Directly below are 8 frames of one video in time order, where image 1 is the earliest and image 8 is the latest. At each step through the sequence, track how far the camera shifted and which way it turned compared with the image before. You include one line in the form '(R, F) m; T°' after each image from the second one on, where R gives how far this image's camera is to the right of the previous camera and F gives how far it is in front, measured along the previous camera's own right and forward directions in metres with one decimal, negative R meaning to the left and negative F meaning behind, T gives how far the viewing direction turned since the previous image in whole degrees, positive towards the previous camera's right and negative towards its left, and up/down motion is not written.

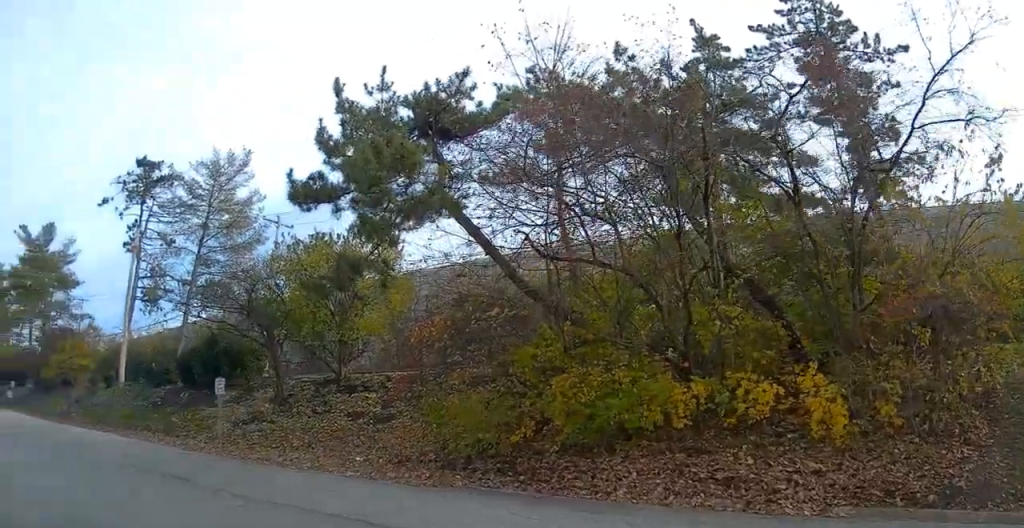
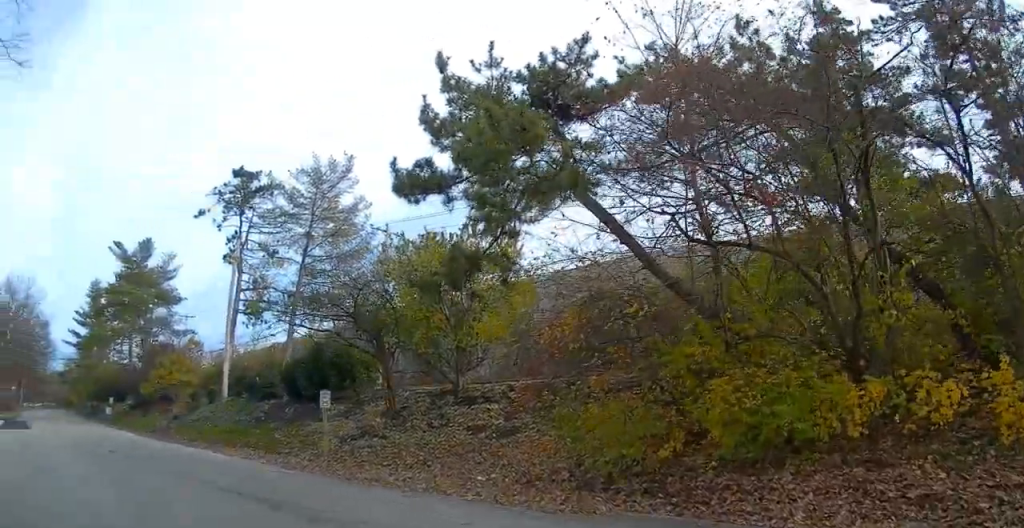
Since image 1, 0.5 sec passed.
(0.0, +1.4) m; -6°
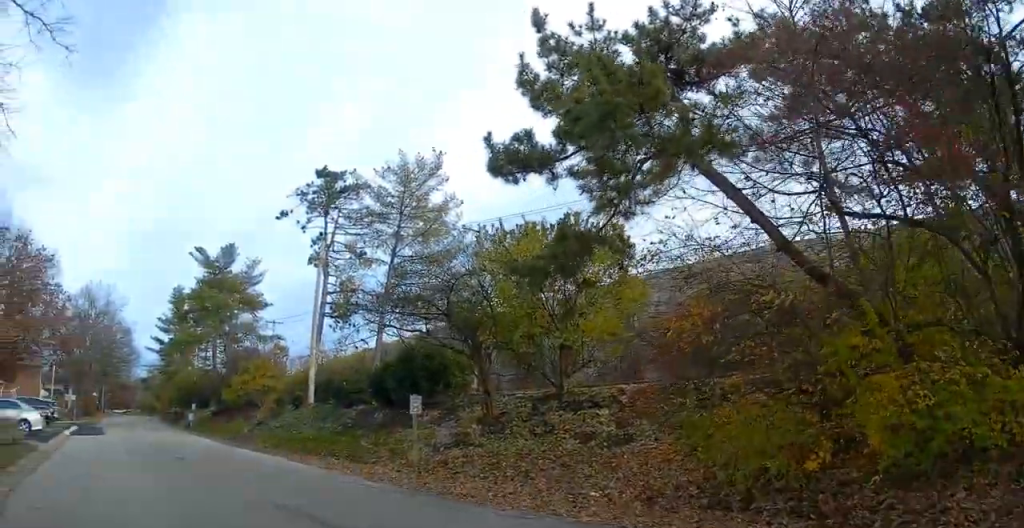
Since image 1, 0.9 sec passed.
(0.0, +1.3) m; -6°
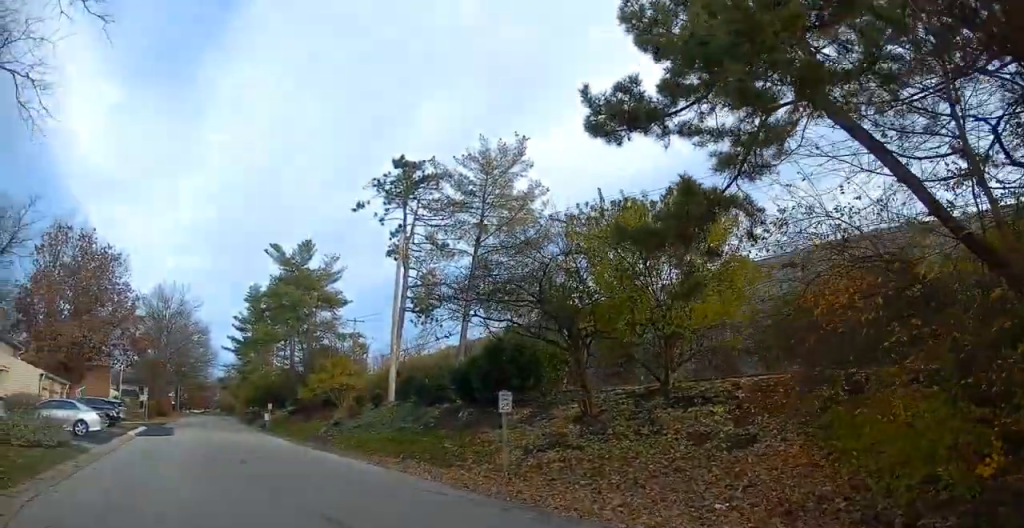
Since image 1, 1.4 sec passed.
(-0.2, +1.6) m; -11°
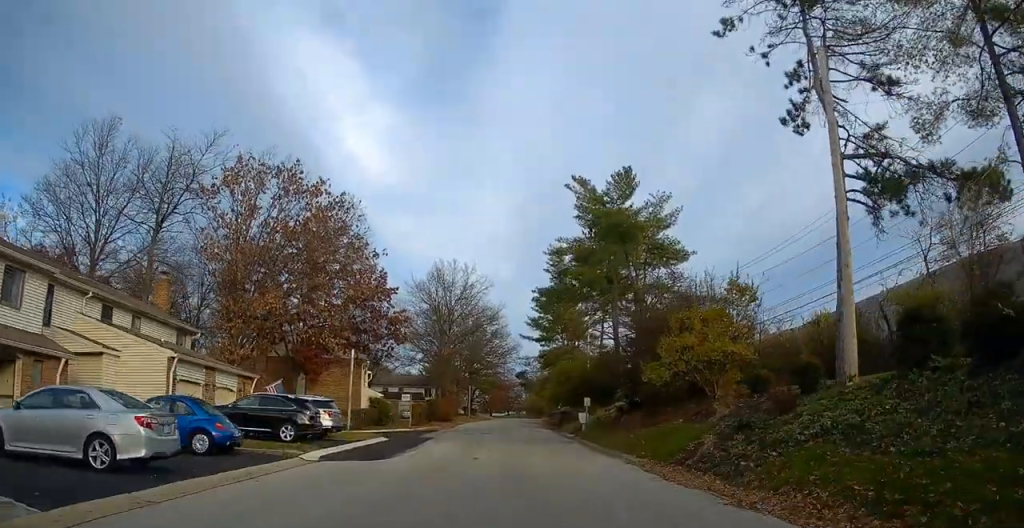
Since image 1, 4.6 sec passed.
(-8.0, +14.6) m; -36°
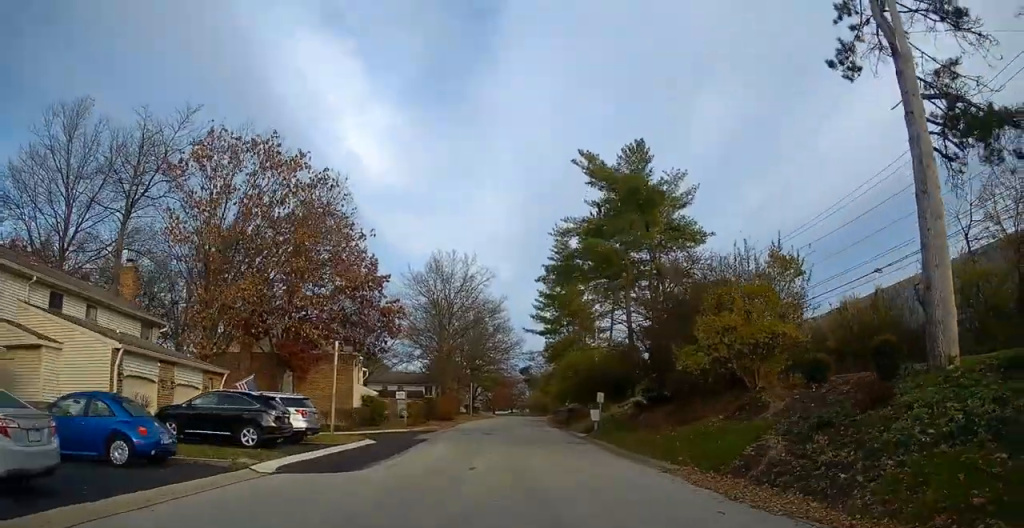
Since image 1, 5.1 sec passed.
(0.0, +3.7) m; -1°
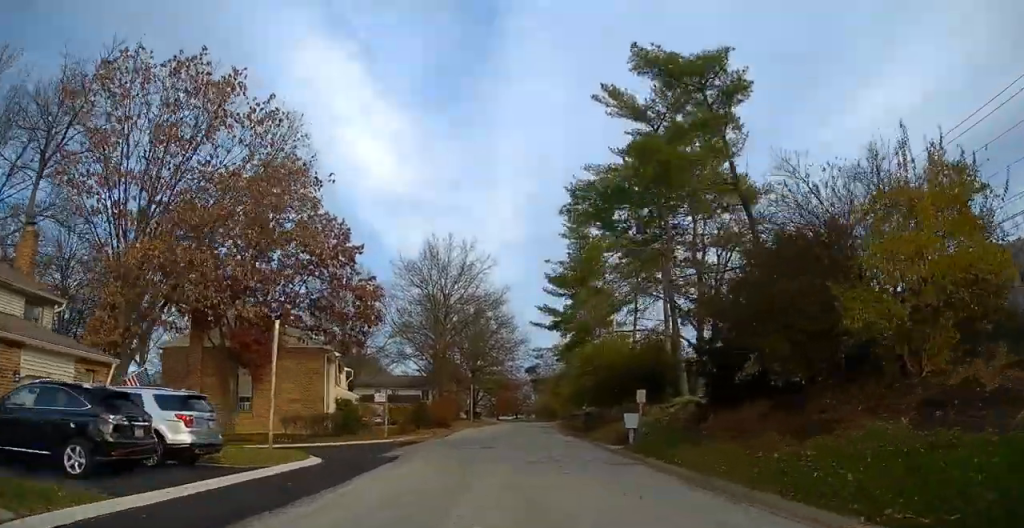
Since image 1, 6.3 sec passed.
(-0.1, +8.4) m; -2°
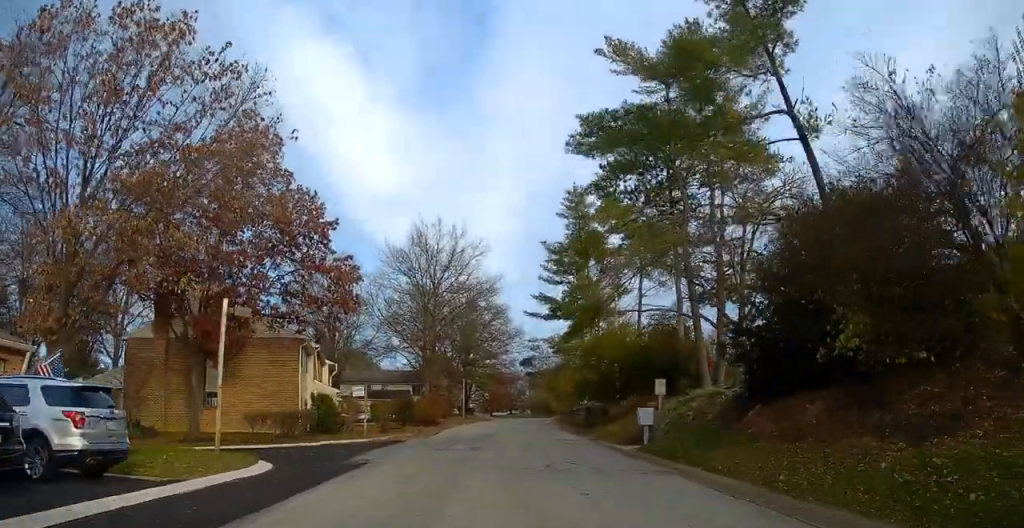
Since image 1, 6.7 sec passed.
(-0.1, +3.5) m; -1°
